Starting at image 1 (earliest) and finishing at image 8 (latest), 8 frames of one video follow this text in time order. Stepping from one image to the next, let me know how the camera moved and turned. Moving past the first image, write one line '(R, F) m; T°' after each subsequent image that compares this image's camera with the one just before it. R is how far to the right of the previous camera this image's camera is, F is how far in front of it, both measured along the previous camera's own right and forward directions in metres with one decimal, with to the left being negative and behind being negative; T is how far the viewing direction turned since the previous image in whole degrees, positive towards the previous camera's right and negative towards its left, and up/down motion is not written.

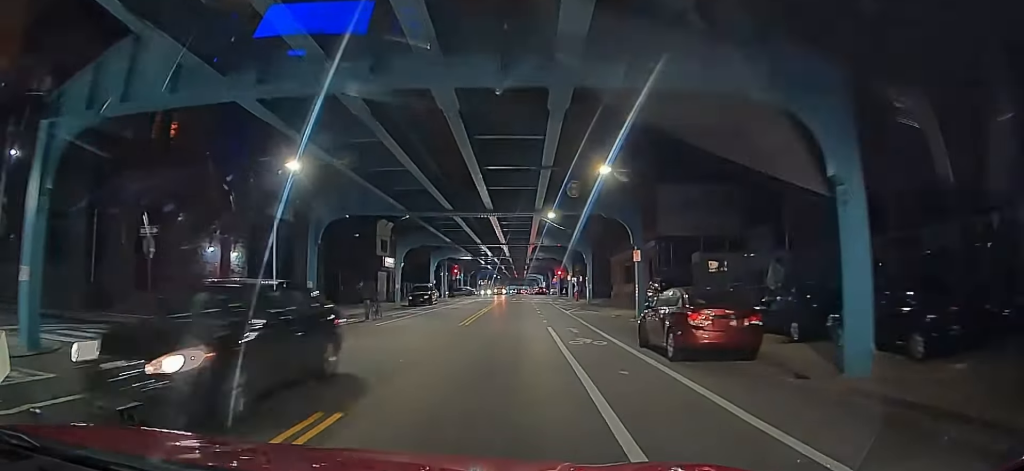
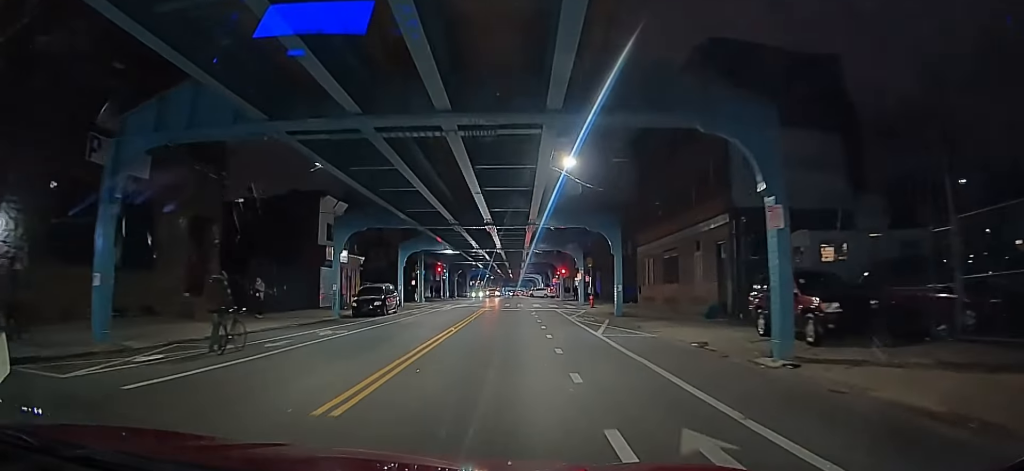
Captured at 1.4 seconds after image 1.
(+0.1, +11.4) m; +2°
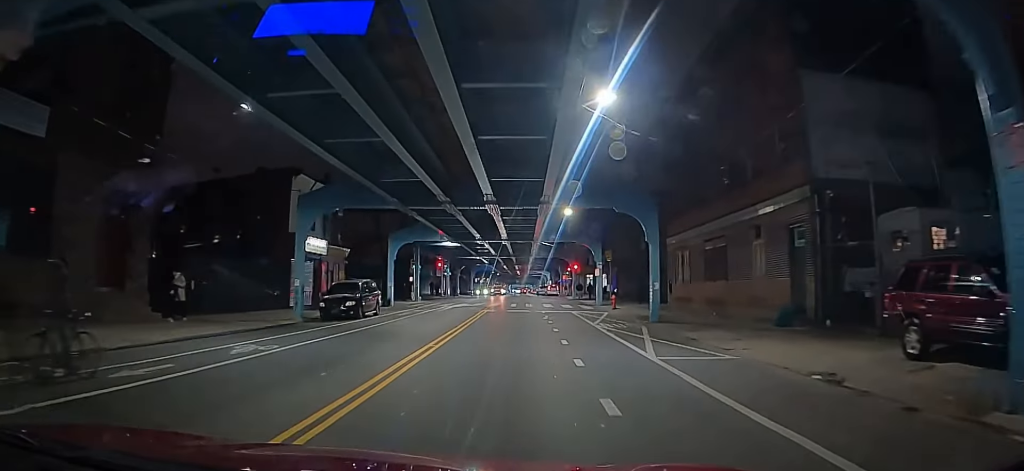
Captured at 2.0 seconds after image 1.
(+0.1, +5.4) m; +1°
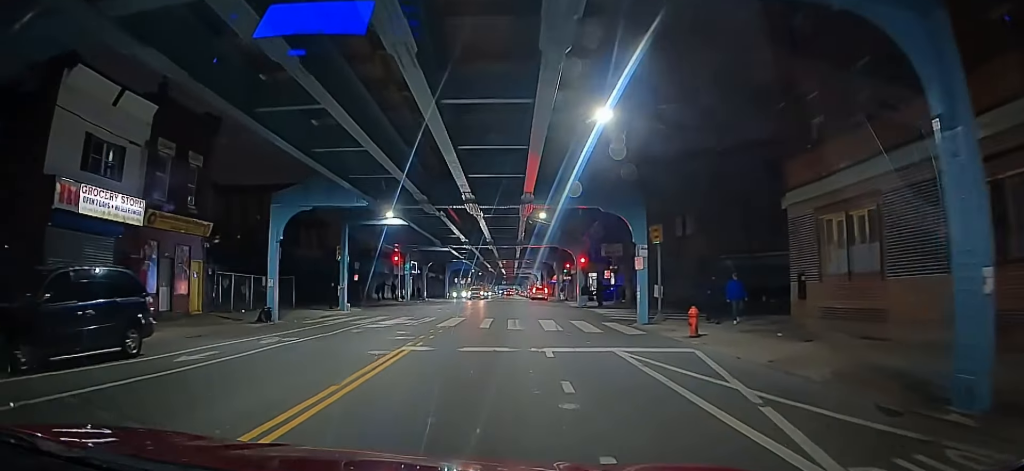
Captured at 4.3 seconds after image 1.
(+0.3, +16.0) m; +3°
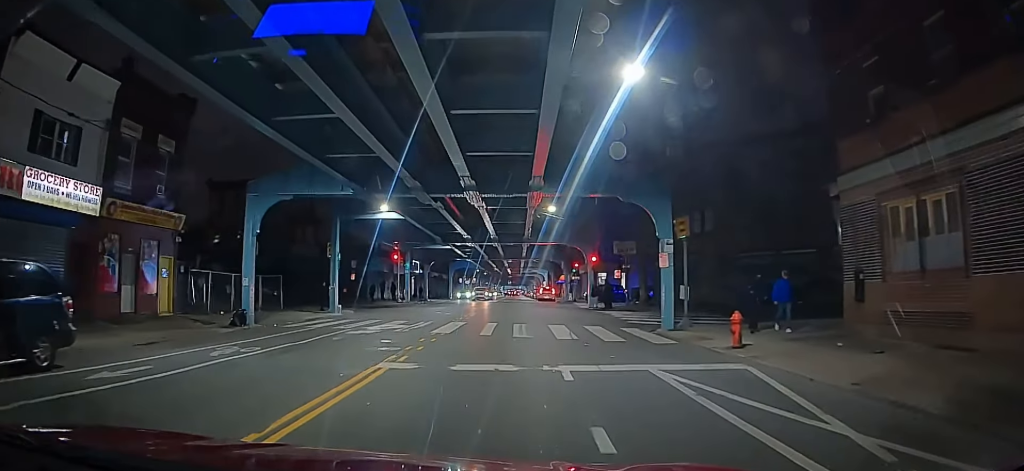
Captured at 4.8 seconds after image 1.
(0.0, +3.3) m; +1°
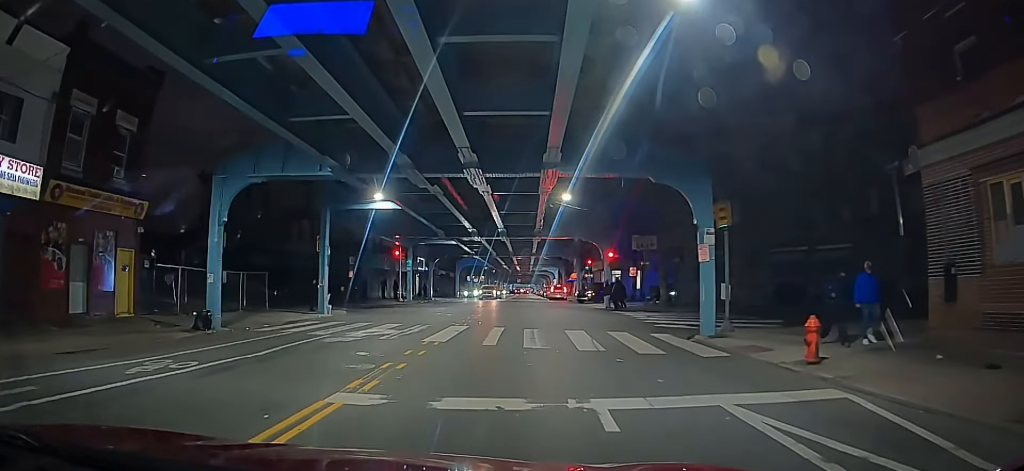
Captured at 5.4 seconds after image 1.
(+0.1, +4.3) m; +1°
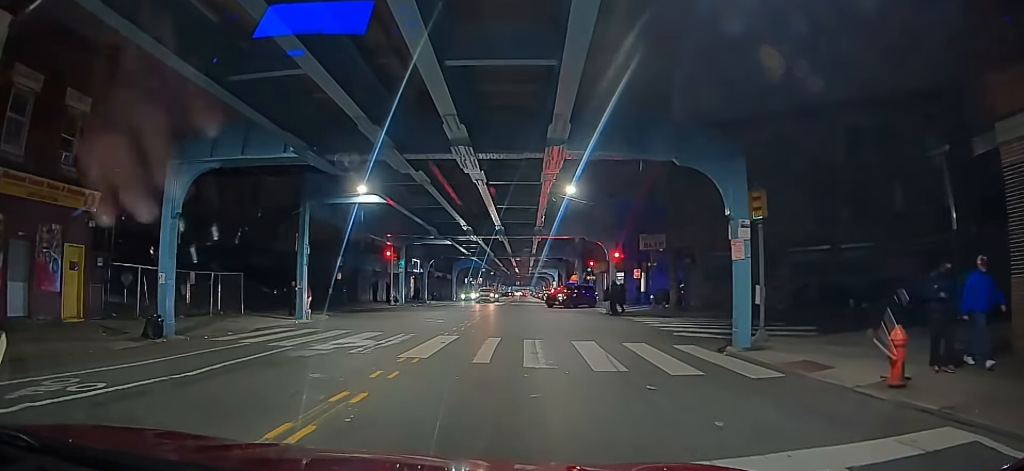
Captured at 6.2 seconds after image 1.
(+0.1, +4.6) m; 0°
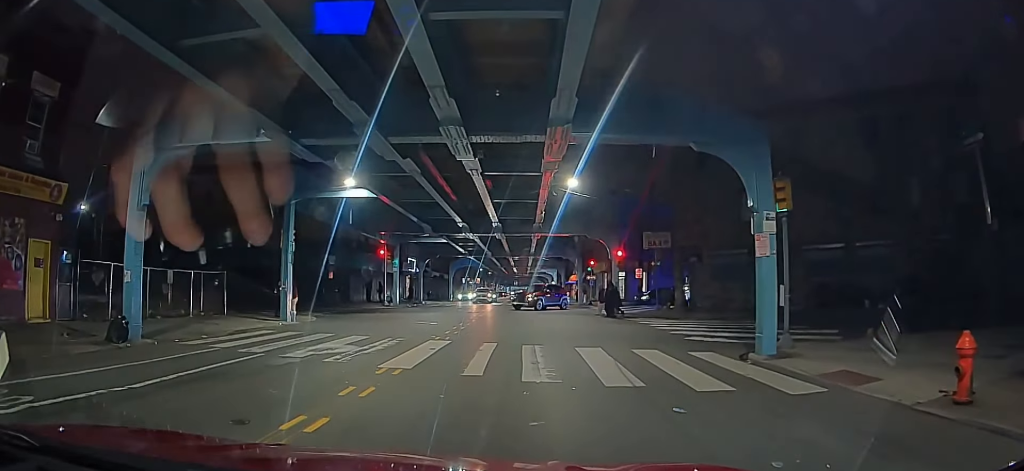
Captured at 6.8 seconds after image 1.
(0.0, +3.6) m; -1°
